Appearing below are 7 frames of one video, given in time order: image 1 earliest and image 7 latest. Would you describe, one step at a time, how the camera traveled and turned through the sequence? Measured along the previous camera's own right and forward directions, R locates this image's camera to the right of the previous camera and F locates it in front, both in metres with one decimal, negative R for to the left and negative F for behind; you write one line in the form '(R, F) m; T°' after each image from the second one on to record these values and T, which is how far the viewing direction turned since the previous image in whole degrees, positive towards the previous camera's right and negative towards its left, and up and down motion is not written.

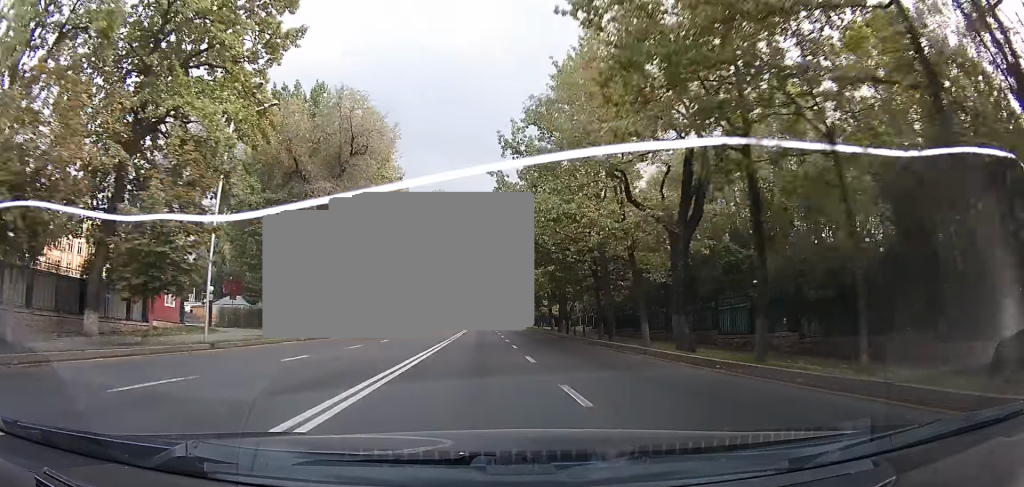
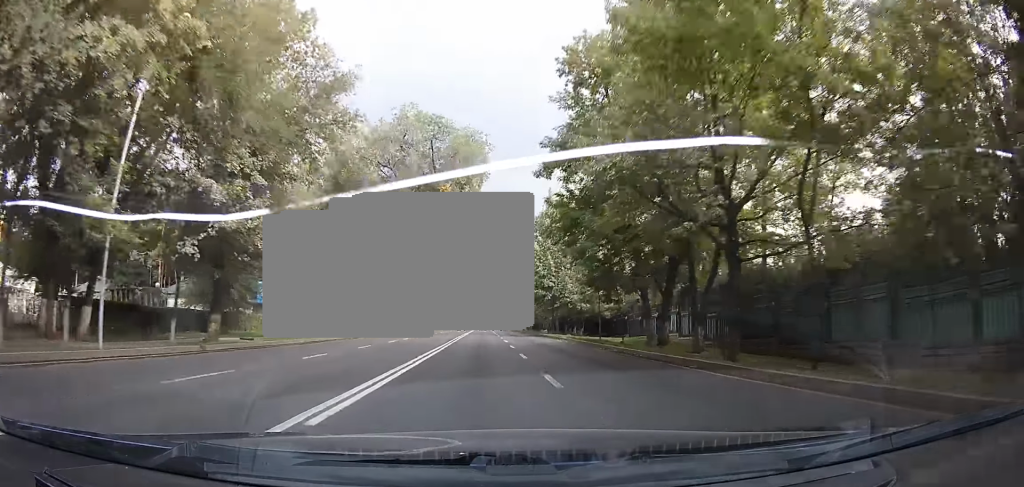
(0.0, +37.3) m; 0°
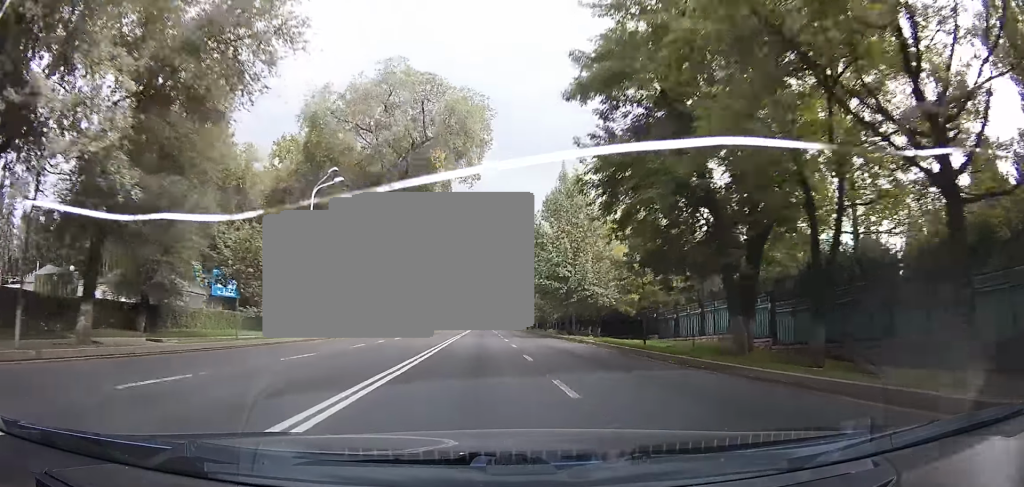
(0.0, +9.6) m; 0°
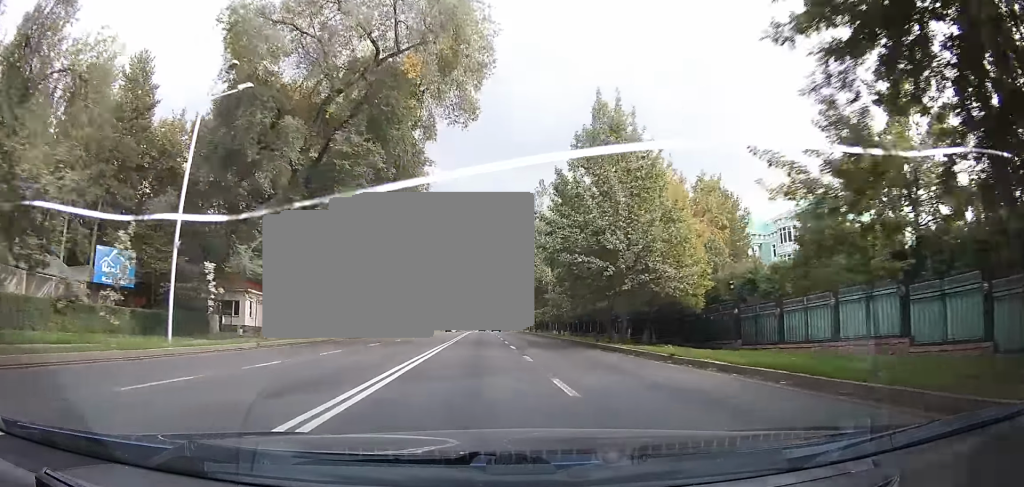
(0.0, +15.9) m; 0°
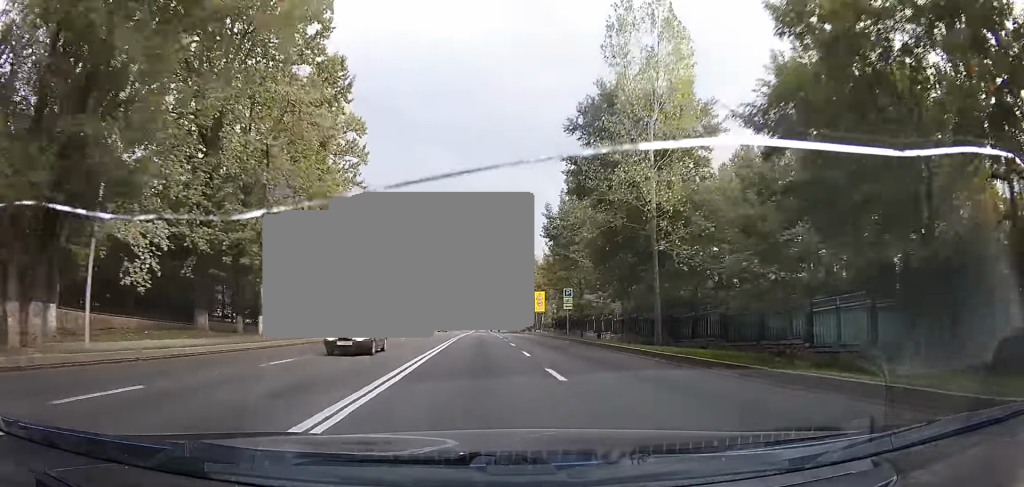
(0.0, +38.0) m; +1°
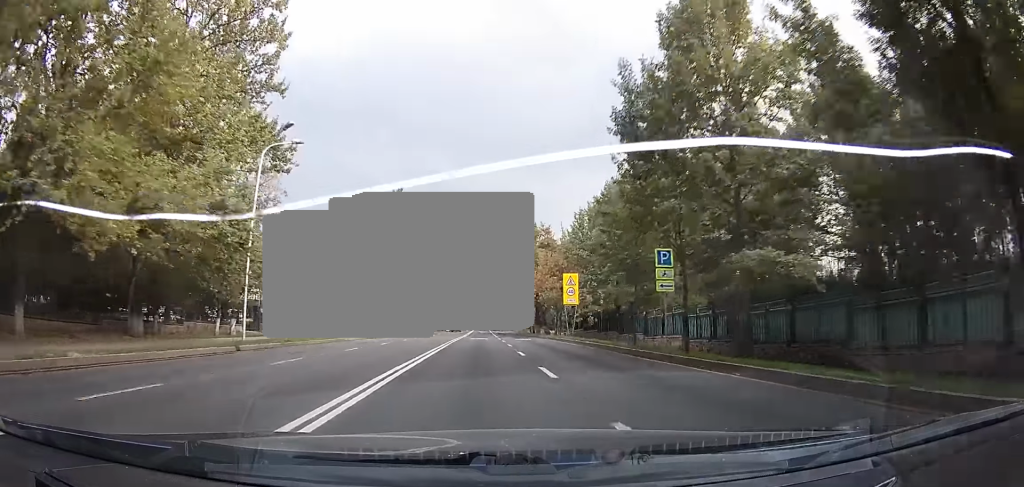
(+0.2, +23.5) m; 0°
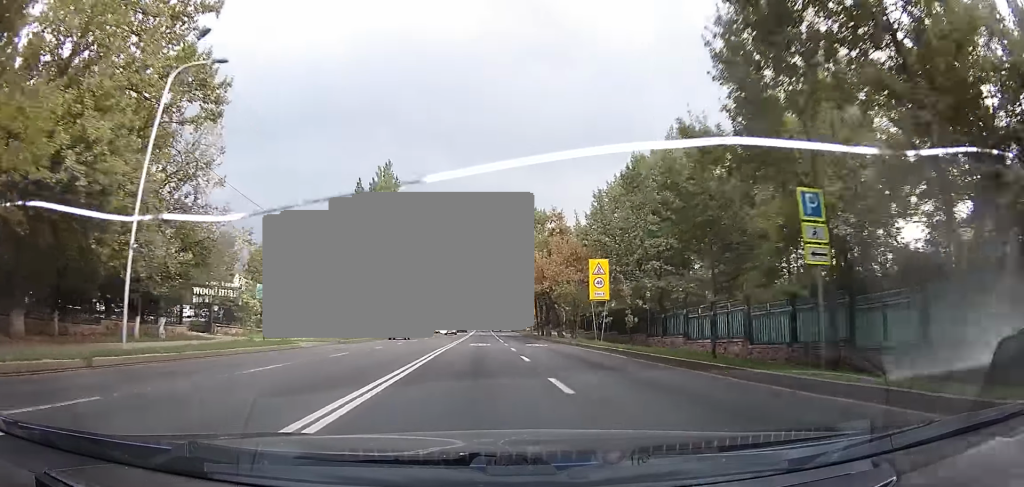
(0.0, +10.0) m; 0°
